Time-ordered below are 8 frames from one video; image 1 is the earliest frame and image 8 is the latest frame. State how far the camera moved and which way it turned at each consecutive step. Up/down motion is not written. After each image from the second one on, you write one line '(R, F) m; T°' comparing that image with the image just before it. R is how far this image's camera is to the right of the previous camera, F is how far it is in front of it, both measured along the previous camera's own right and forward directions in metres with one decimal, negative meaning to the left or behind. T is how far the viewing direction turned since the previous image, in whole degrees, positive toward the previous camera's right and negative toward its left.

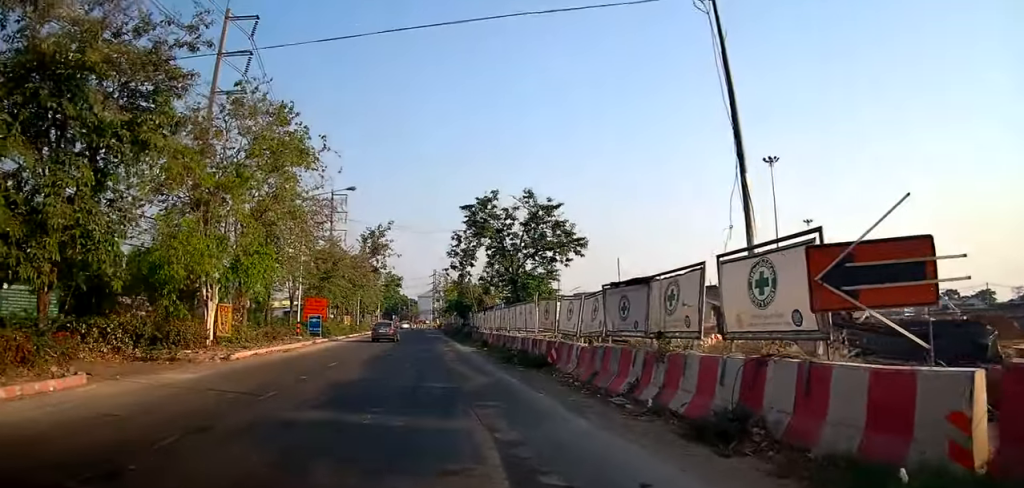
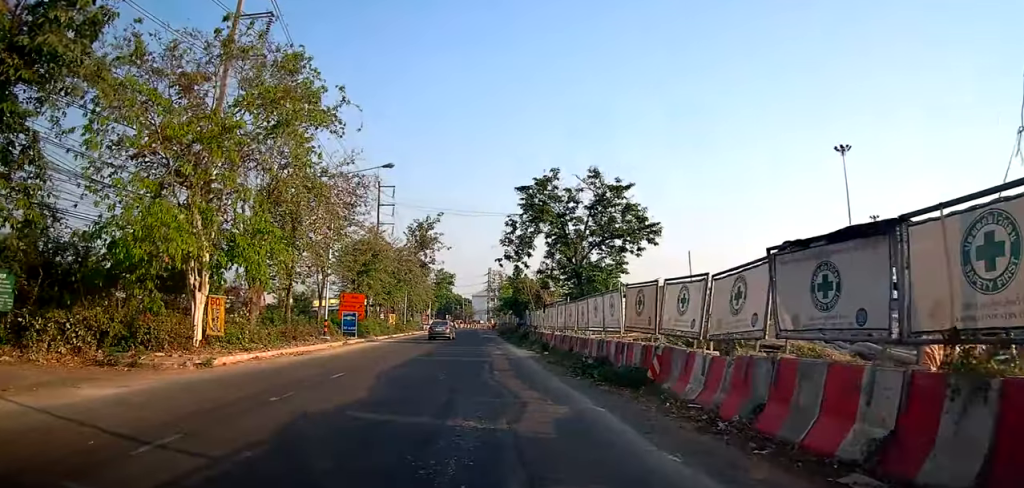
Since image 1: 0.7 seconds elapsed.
(0.0, +5.1) m; -5°
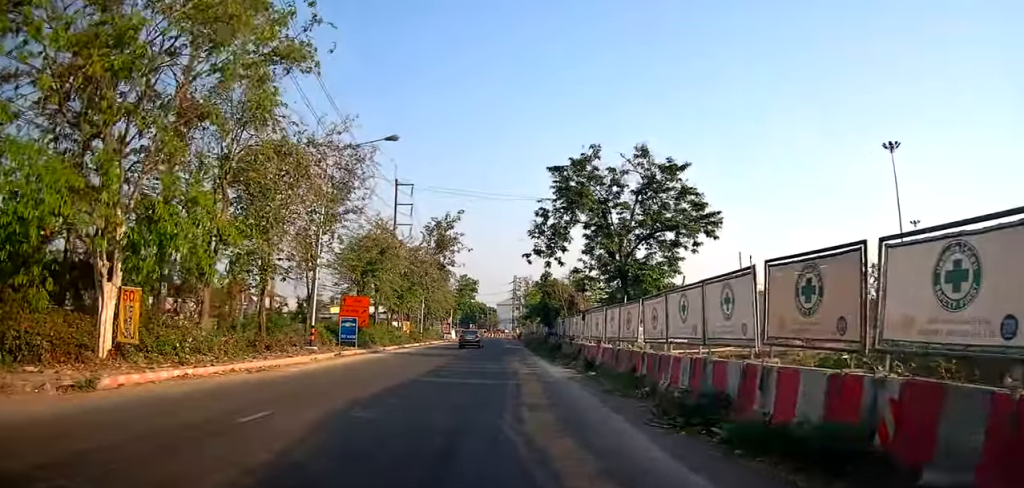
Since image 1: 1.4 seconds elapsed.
(-0.4, +5.8) m; -2°
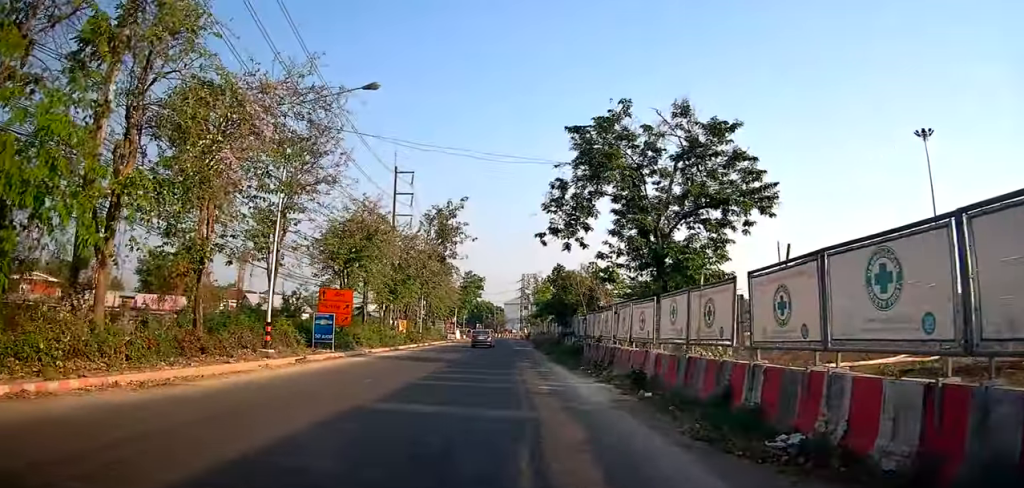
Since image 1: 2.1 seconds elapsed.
(-0.3, +5.4) m; 0°
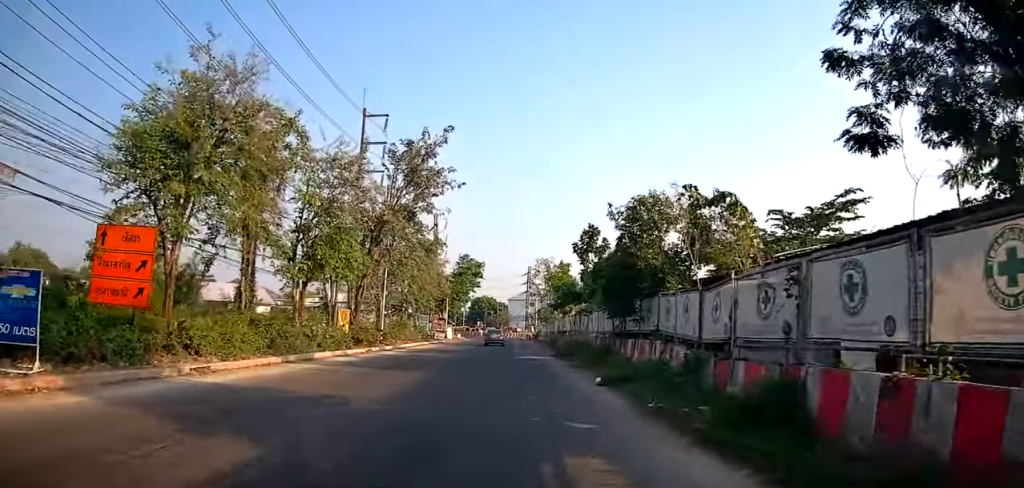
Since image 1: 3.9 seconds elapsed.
(0.0, +16.9) m; +1°
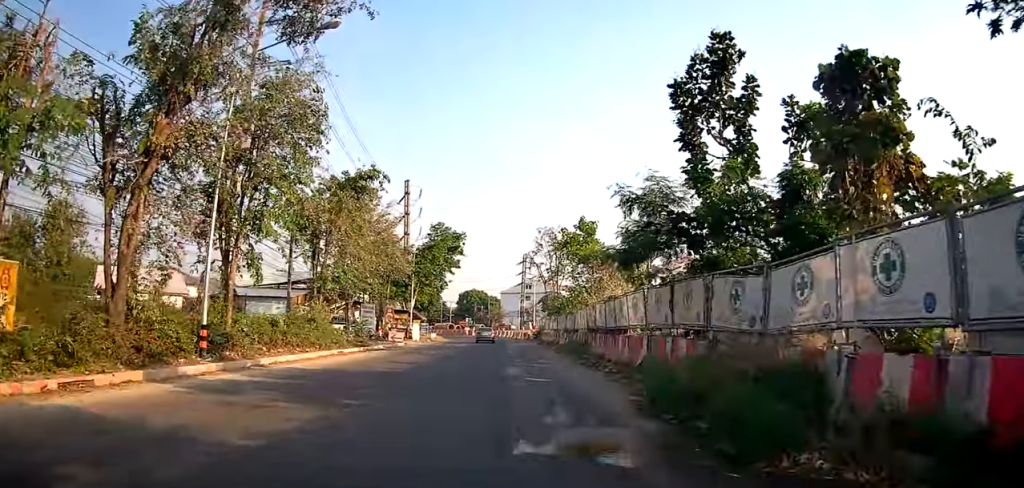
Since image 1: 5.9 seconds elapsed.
(0.0, +20.4) m; -5°
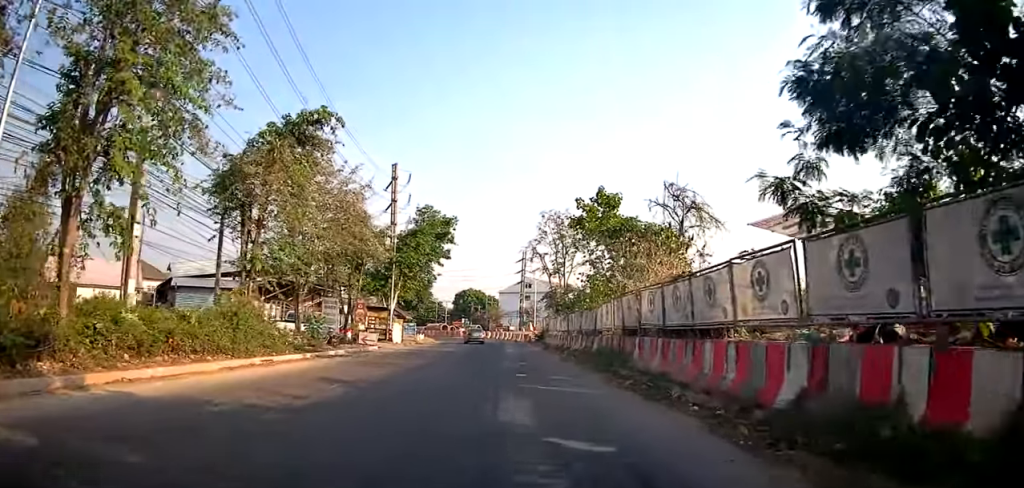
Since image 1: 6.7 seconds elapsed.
(0.0, +7.7) m; 0°
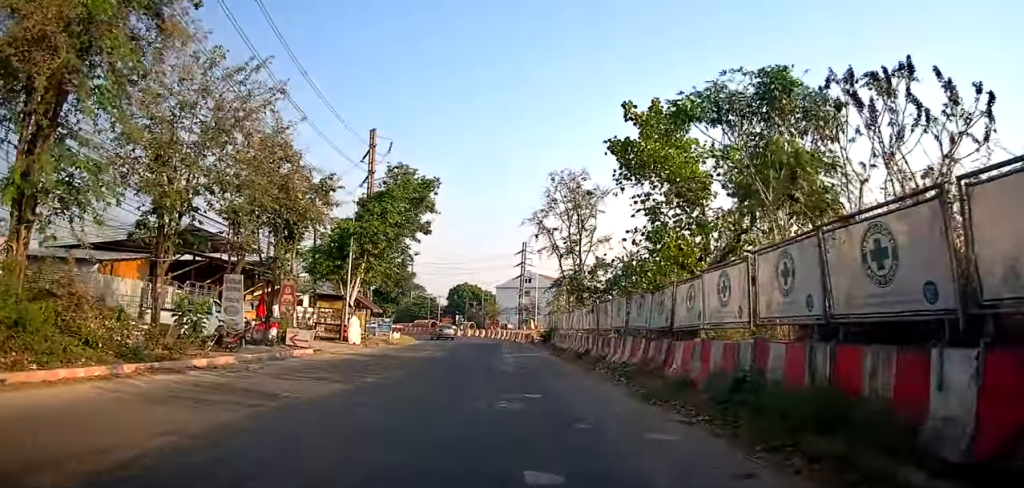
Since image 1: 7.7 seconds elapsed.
(0.0, +10.8) m; 0°
